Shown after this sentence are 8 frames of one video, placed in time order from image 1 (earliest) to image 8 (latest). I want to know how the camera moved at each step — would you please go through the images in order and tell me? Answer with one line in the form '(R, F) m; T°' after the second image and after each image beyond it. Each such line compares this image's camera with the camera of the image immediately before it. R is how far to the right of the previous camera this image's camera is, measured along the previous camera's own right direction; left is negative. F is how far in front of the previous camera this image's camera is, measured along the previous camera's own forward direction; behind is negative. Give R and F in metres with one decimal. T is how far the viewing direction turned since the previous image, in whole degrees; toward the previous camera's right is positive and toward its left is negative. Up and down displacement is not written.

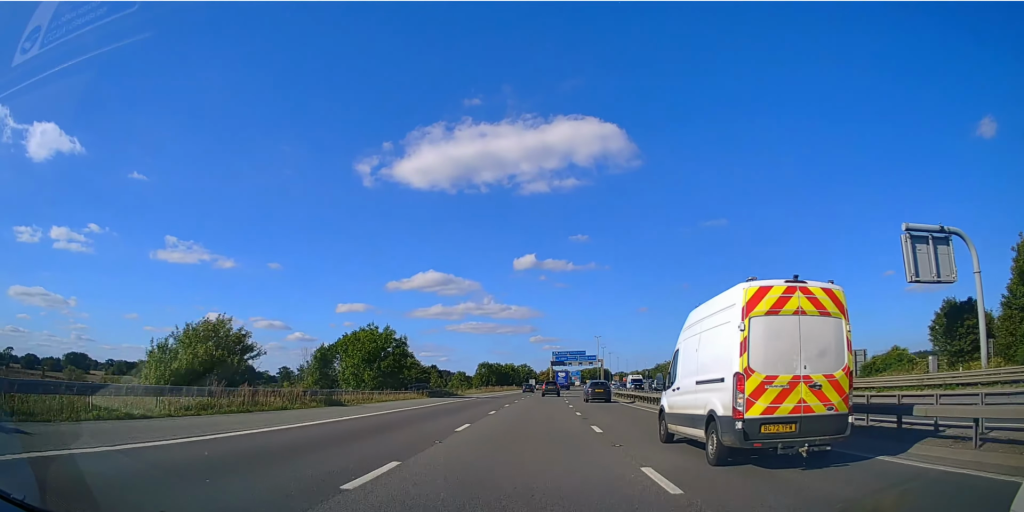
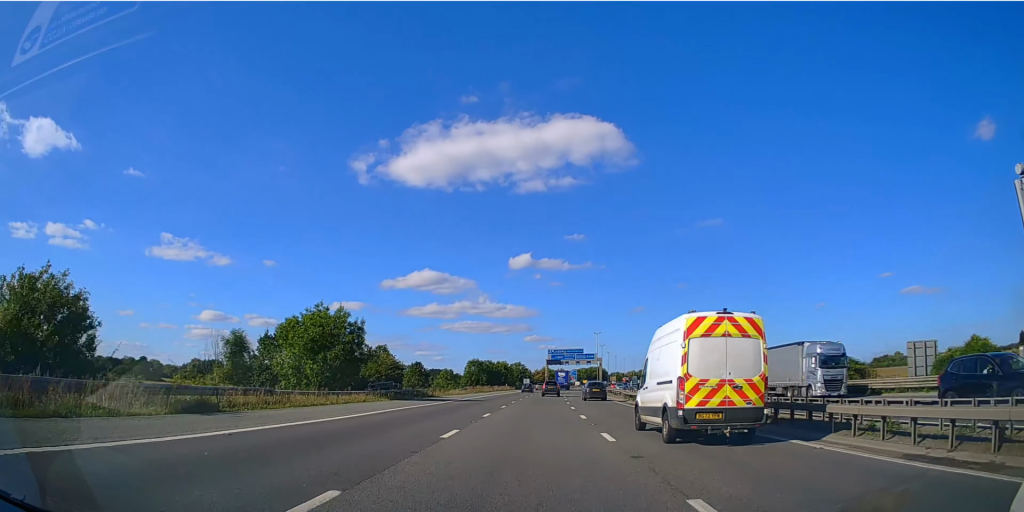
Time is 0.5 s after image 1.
(0.0, +12.0) m; 0°
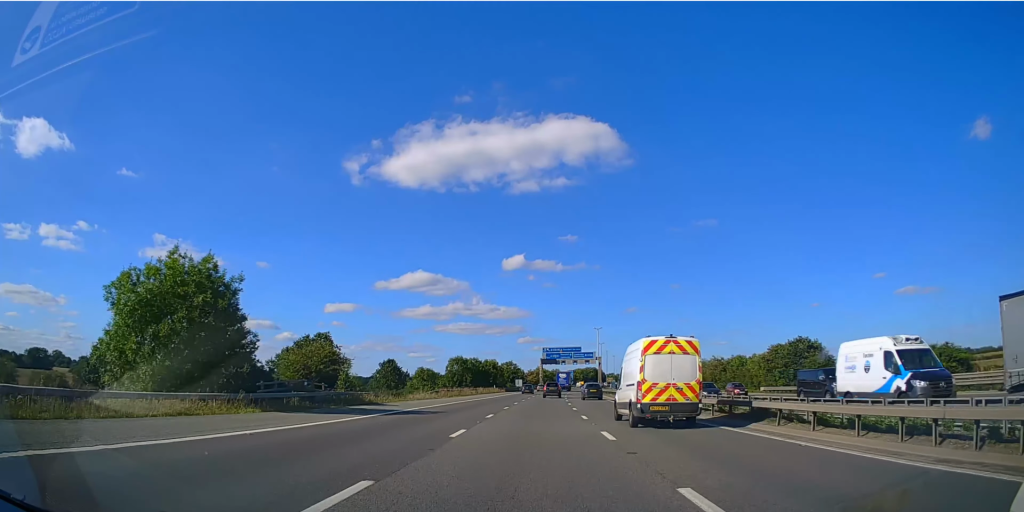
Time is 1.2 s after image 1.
(0.0, +17.1) m; +1°
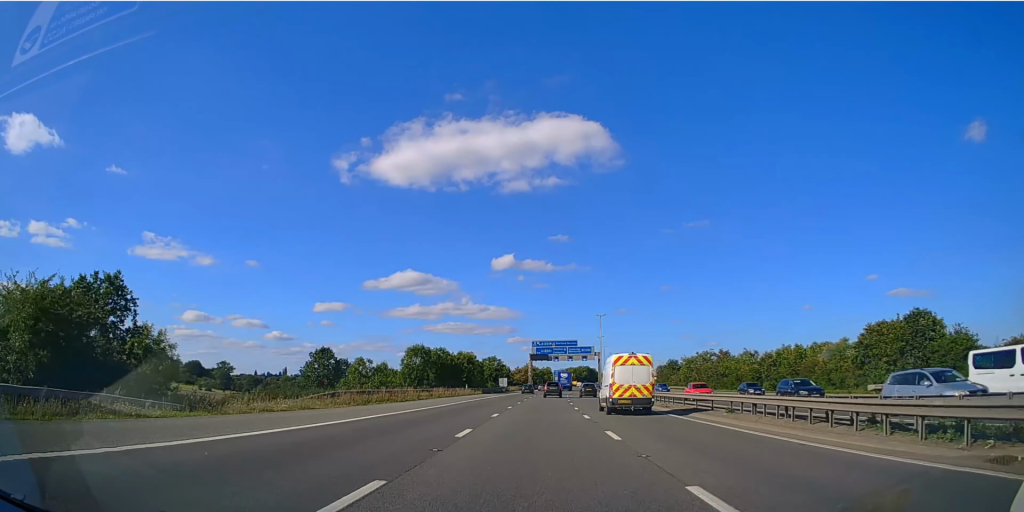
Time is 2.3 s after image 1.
(+0.3, +27.9) m; +1°
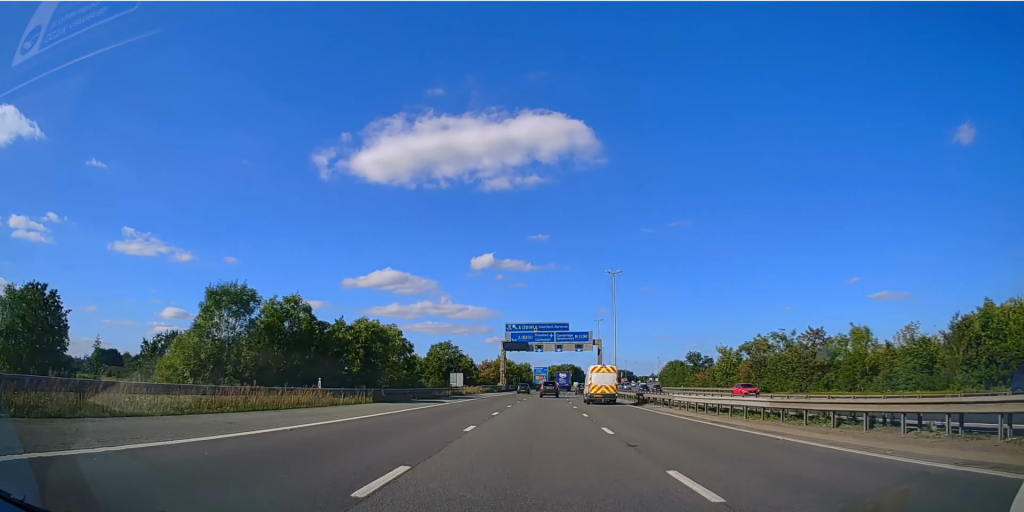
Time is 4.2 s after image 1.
(+0.7, +46.8) m; +2°
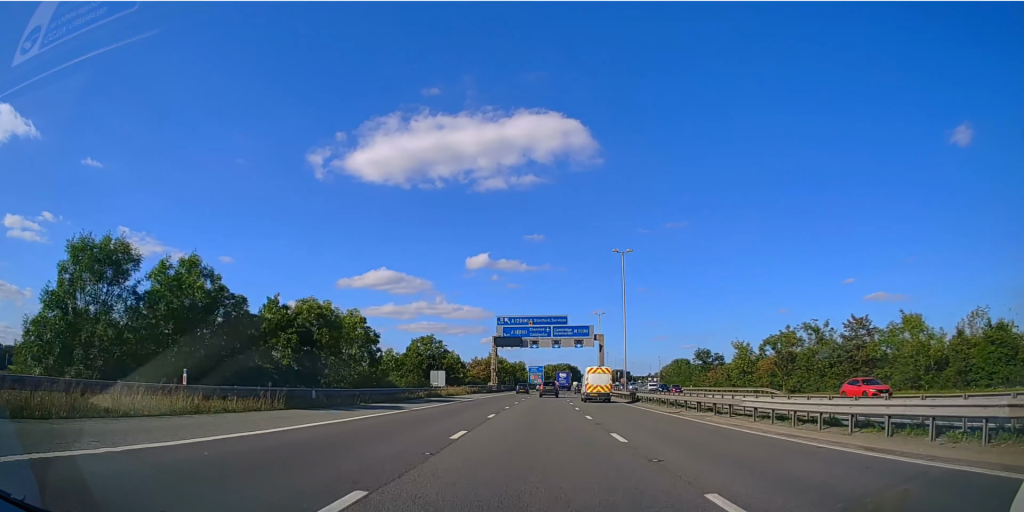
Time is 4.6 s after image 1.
(0.0, +11.1) m; +1°
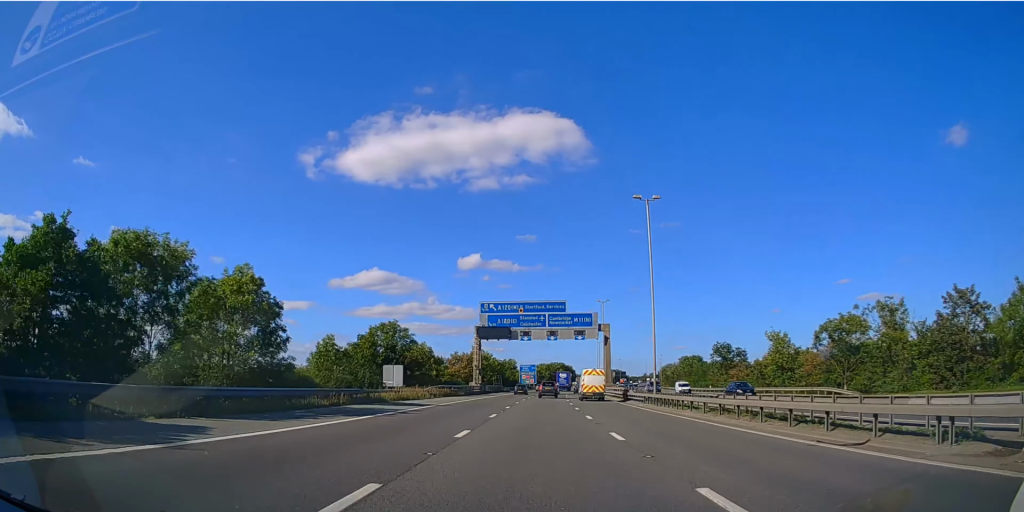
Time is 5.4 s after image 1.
(+0.1, +19.2) m; +1°
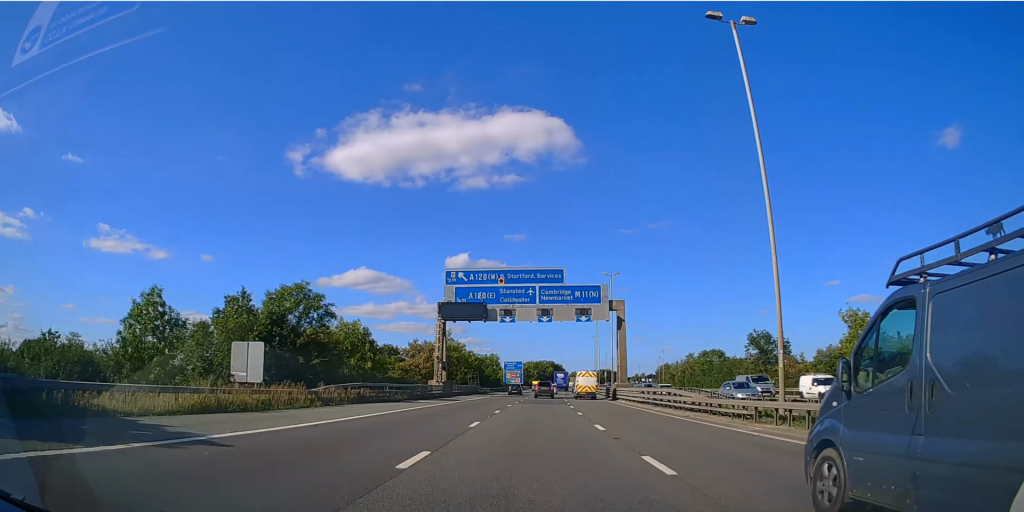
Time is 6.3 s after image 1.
(+0.4, +26.3) m; +1°
